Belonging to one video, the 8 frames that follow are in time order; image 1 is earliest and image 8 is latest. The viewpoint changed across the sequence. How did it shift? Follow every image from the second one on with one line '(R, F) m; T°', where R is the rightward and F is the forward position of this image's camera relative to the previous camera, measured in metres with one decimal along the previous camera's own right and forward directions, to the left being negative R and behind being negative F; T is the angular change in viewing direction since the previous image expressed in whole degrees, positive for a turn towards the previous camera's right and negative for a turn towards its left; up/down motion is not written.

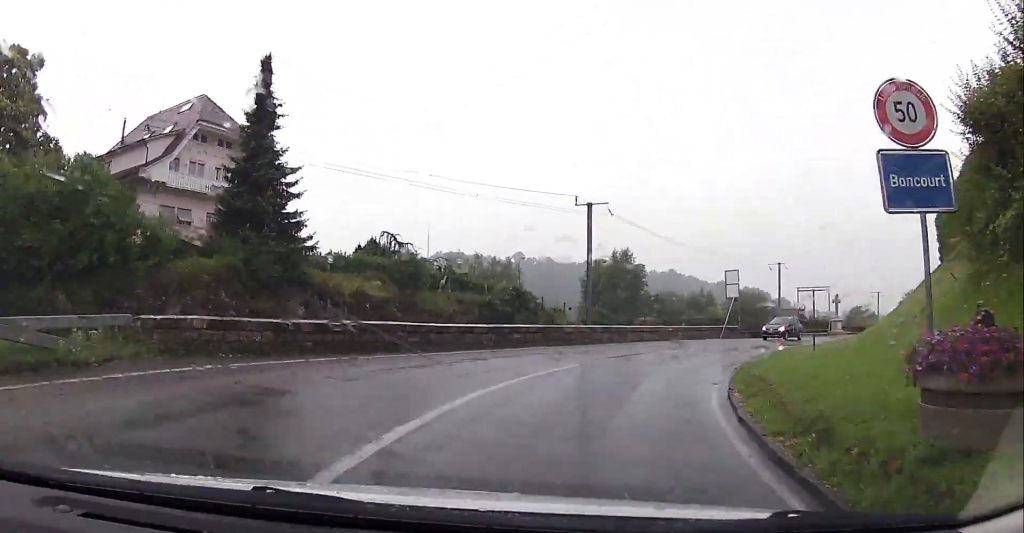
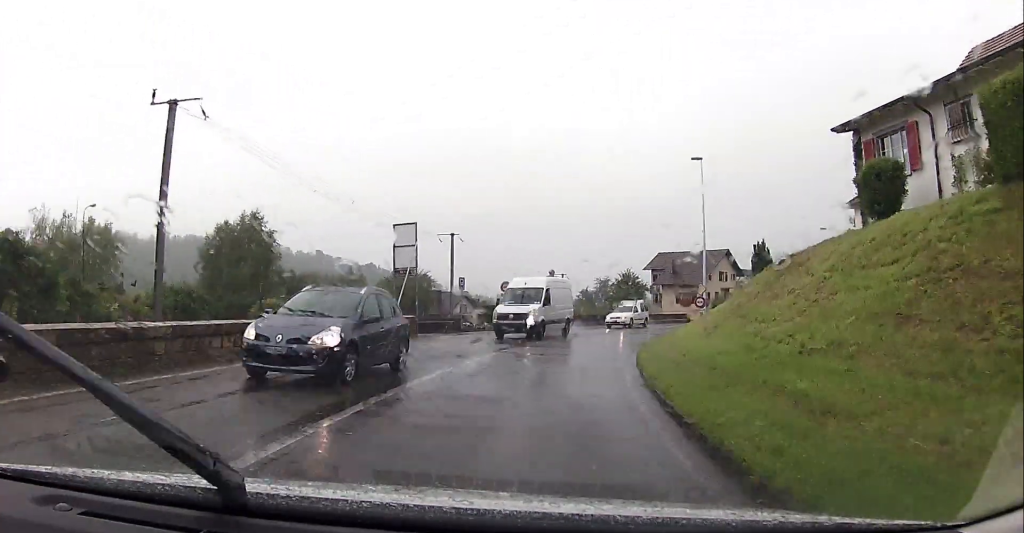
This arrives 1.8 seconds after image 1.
(+4.4, +17.8) m; +26°
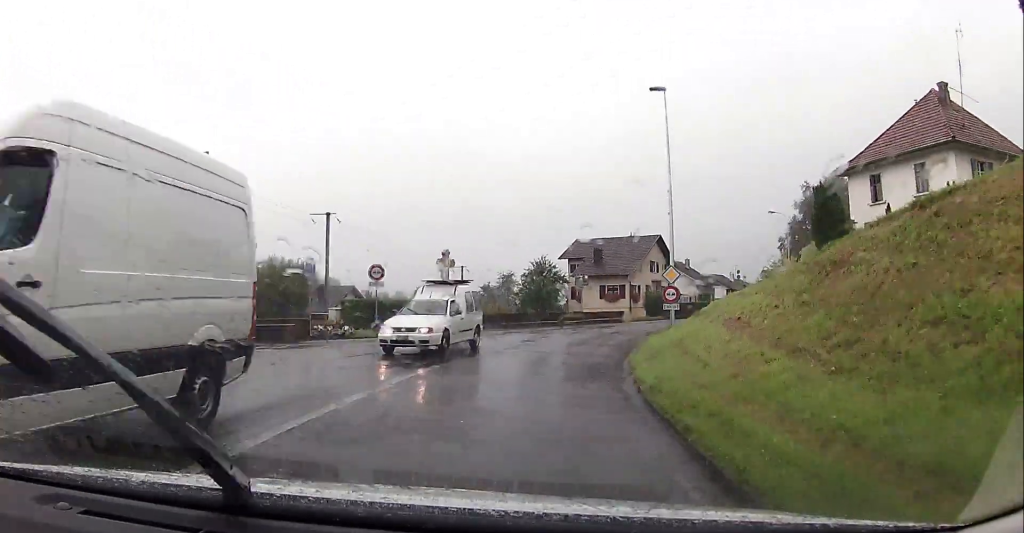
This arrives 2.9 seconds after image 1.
(+1.8, +12.4) m; +13°
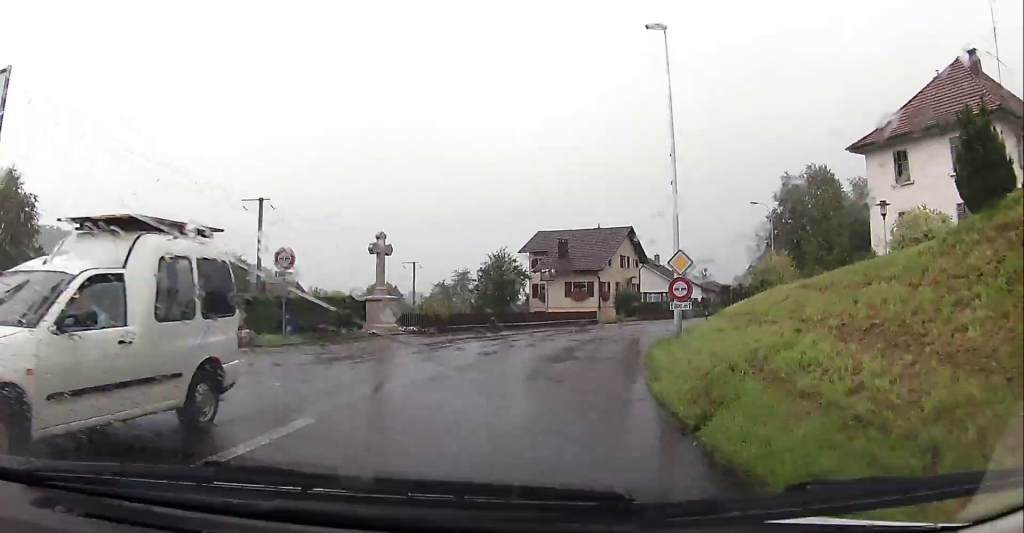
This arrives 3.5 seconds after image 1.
(+0.3, +6.6) m; +3°
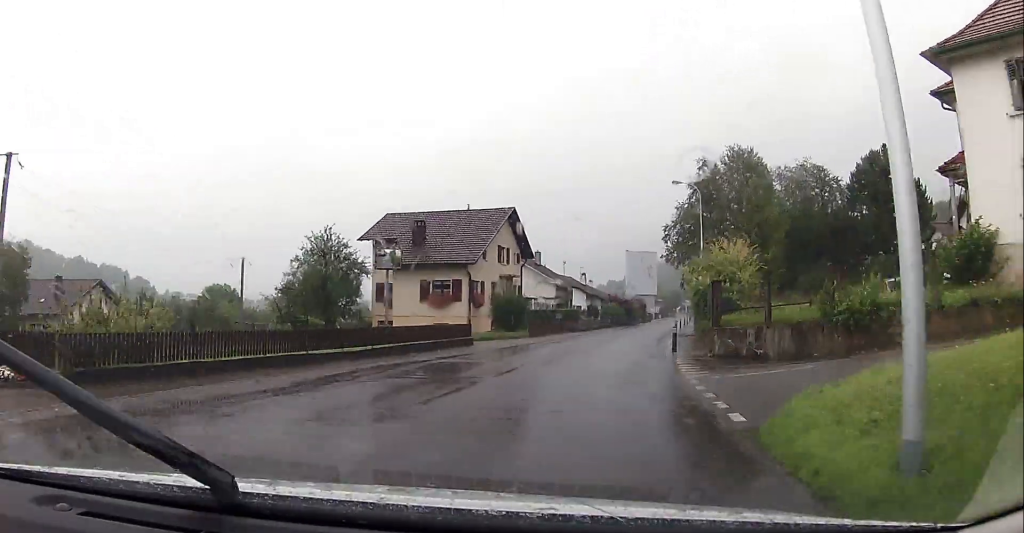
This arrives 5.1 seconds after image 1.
(+0.6, +16.3) m; +8°
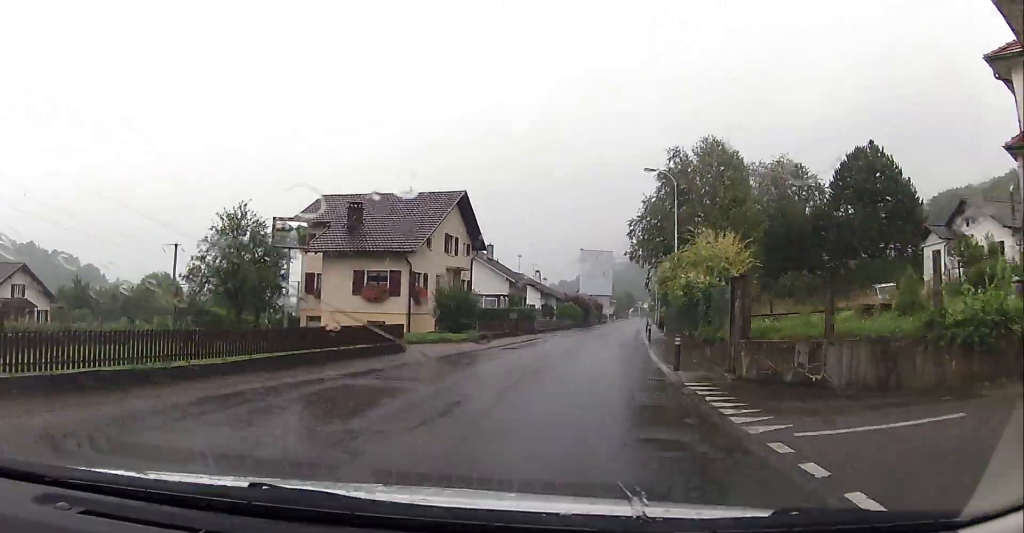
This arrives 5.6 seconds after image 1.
(+0.4, +5.4) m; +5°
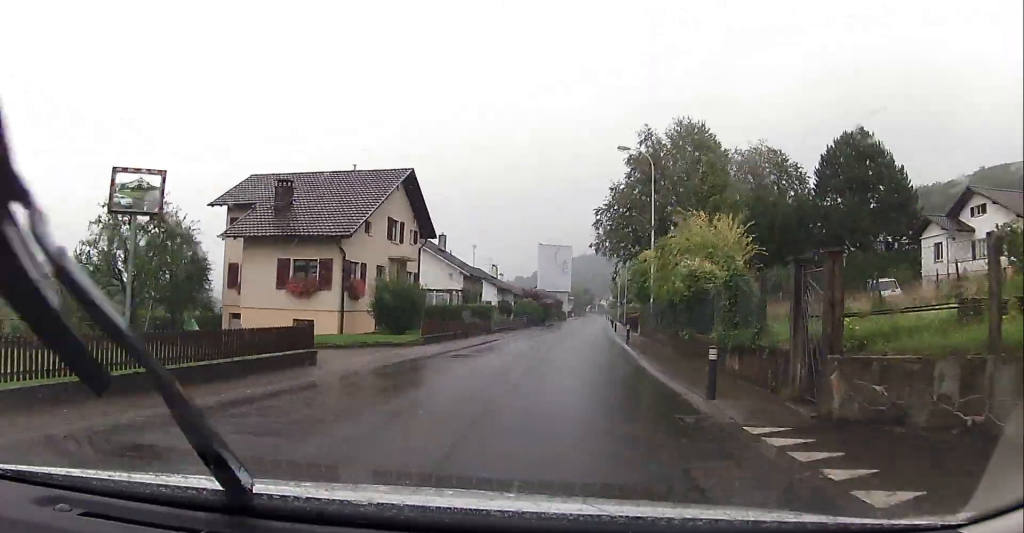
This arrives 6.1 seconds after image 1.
(+0.1, +5.0) m; +5°
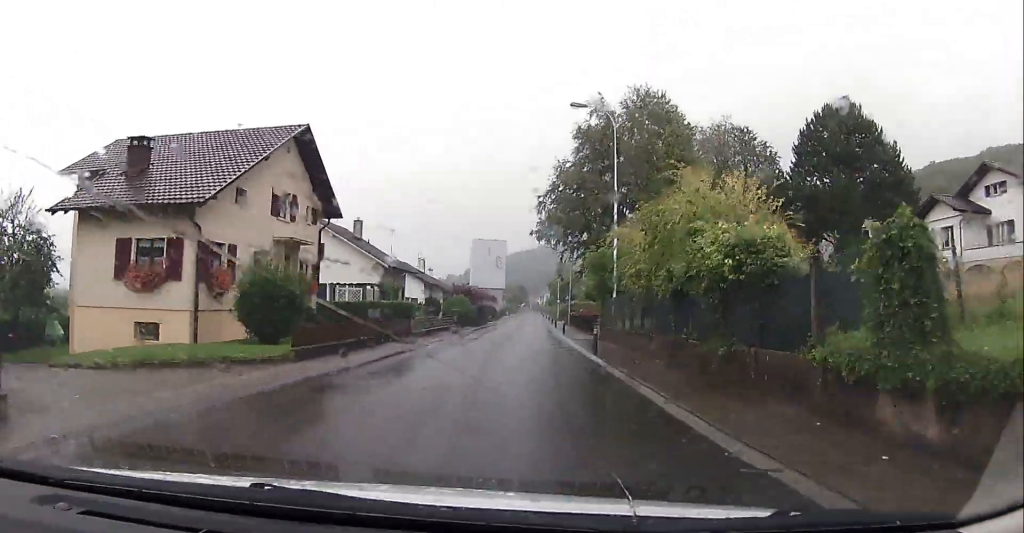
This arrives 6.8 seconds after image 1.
(+0.5, +7.5) m; +5°
